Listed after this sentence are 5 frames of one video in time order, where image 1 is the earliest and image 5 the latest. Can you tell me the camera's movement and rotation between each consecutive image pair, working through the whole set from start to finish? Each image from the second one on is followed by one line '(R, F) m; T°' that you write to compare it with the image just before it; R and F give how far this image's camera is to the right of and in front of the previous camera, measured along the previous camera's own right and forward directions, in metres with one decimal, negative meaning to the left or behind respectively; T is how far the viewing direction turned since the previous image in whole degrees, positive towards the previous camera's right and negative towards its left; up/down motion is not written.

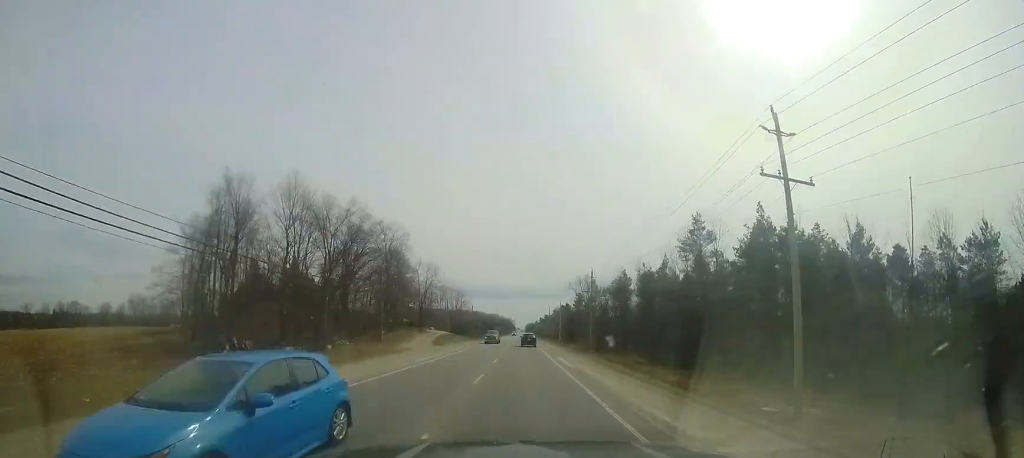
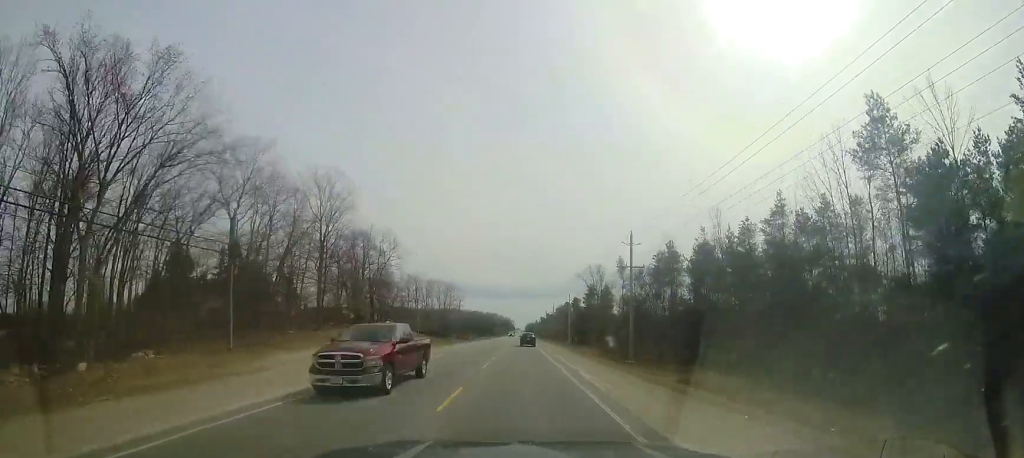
(+0.1, +23.1) m; 0°
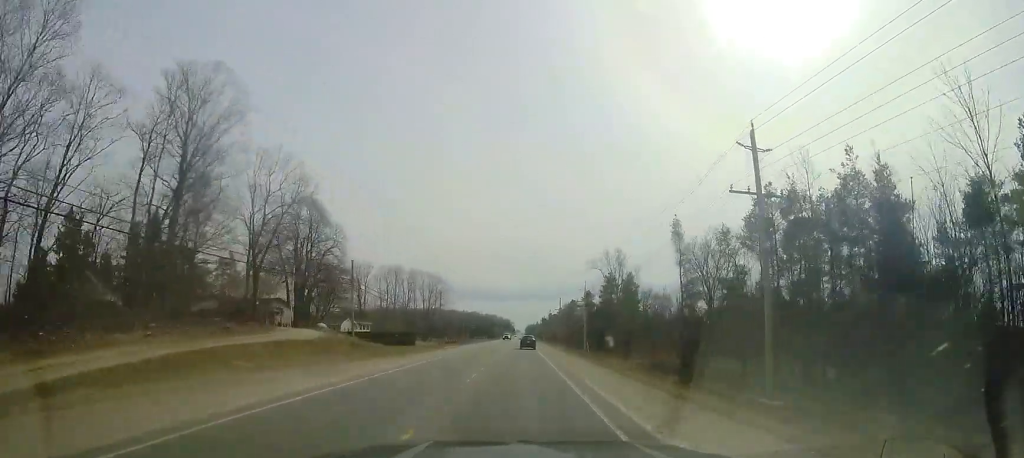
(0.0, +22.3) m; 0°
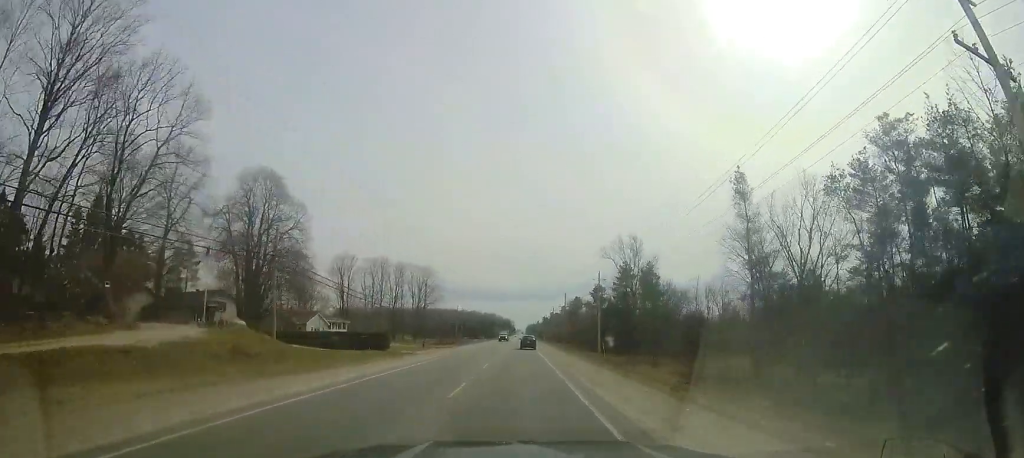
(-0.1, +11.9) m; 0°
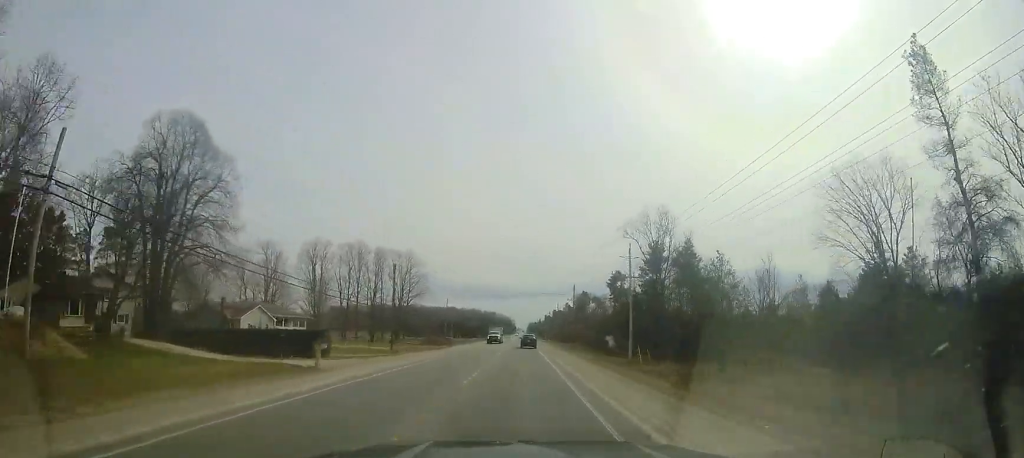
(0.0, +15.4) m; 0°
